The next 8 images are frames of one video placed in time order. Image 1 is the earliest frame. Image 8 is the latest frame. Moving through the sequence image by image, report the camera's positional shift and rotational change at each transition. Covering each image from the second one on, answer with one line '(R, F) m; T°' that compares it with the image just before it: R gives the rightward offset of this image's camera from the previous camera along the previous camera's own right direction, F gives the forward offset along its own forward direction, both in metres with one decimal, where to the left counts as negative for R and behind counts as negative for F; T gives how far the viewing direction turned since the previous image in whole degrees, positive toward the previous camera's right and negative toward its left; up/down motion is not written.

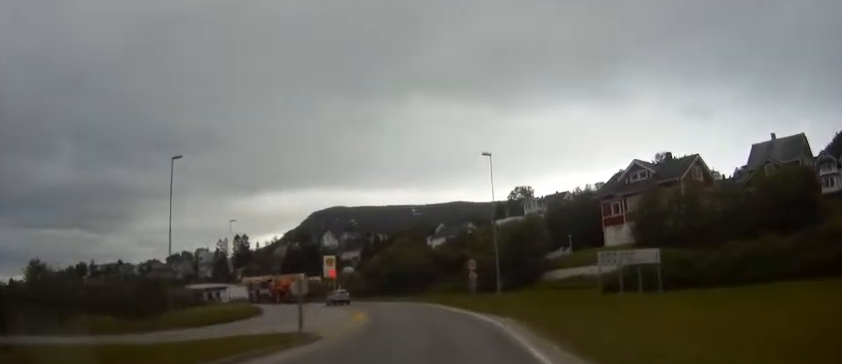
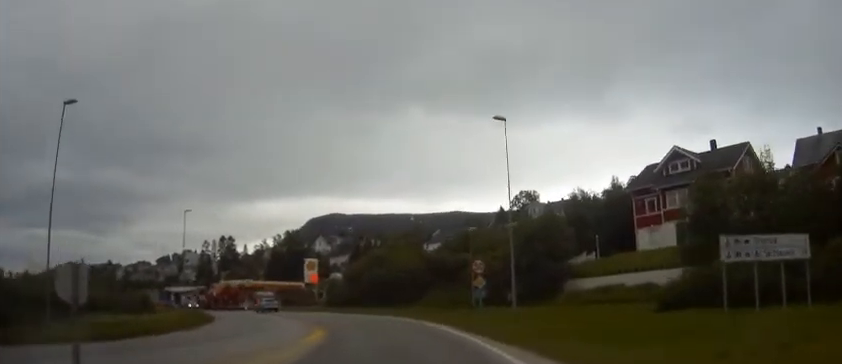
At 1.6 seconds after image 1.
(+0.8, +11.1) m; -4°
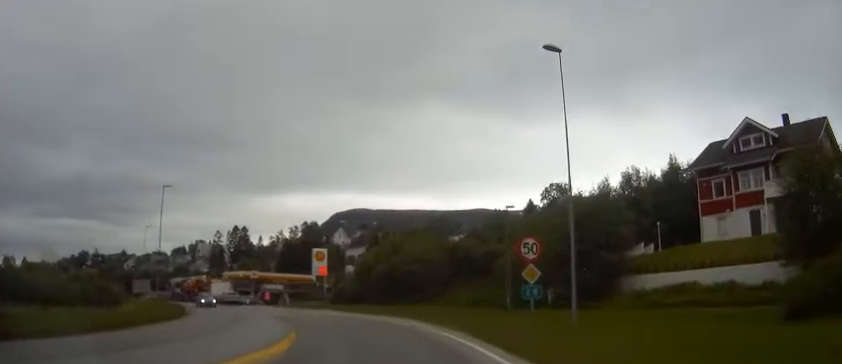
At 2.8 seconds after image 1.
(-1.1, +9.1) m; -8°
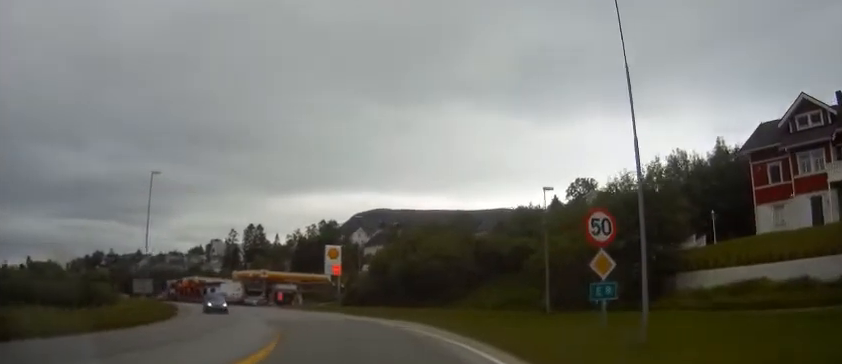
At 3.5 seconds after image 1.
(-0.1, +5.9) m; -3°
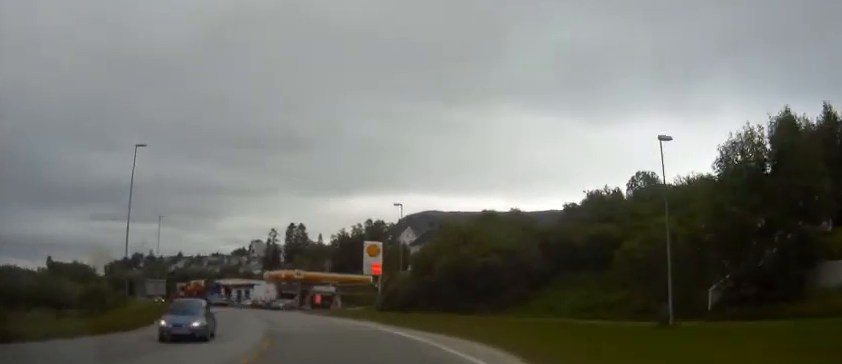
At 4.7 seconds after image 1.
(-0.6, +10.1) m; -3°
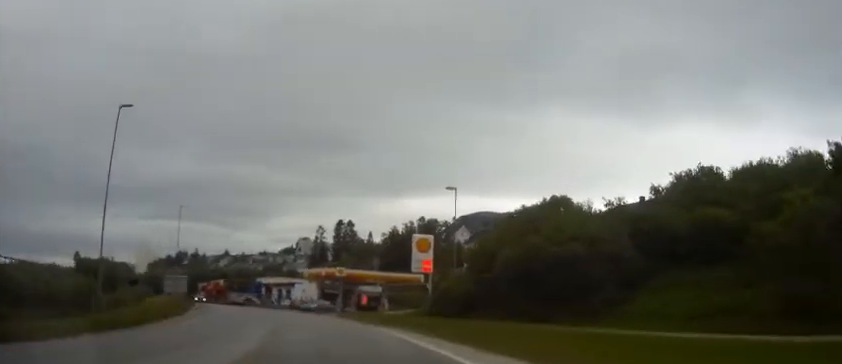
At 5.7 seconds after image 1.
(+0.2, +8.5) m; +3°
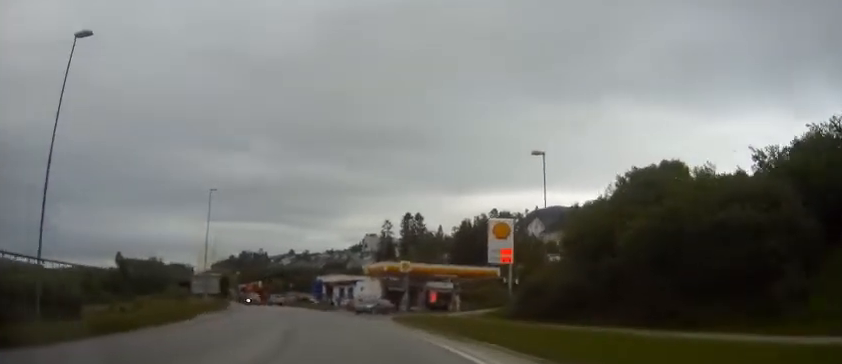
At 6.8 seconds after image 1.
(+0.1, +10.1) m; -4°
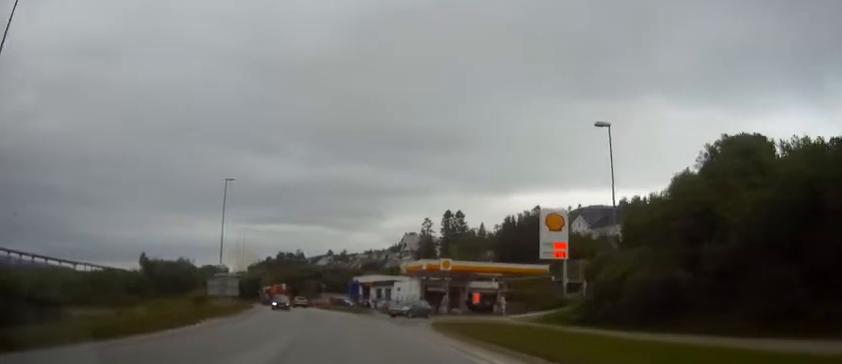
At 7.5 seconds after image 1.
(-0.3, +5.8) m; -5°
